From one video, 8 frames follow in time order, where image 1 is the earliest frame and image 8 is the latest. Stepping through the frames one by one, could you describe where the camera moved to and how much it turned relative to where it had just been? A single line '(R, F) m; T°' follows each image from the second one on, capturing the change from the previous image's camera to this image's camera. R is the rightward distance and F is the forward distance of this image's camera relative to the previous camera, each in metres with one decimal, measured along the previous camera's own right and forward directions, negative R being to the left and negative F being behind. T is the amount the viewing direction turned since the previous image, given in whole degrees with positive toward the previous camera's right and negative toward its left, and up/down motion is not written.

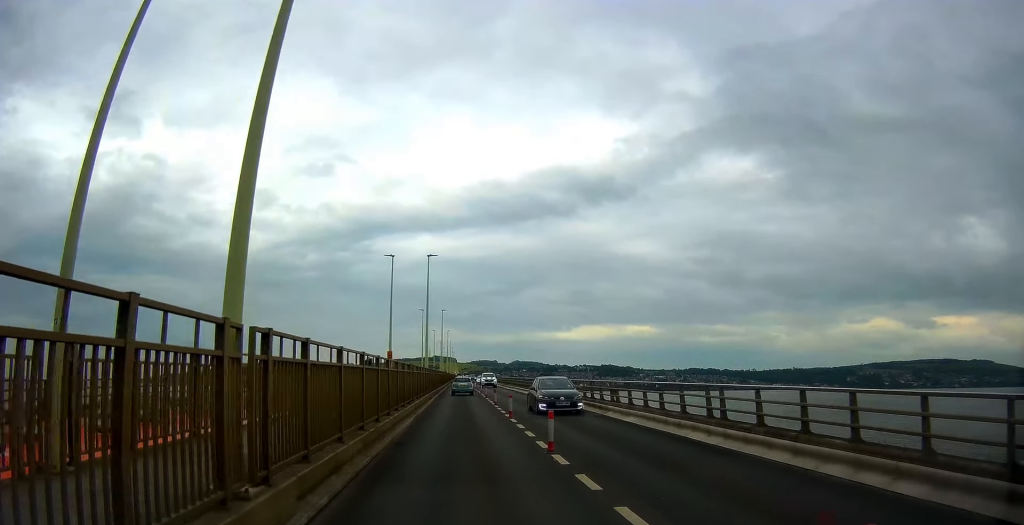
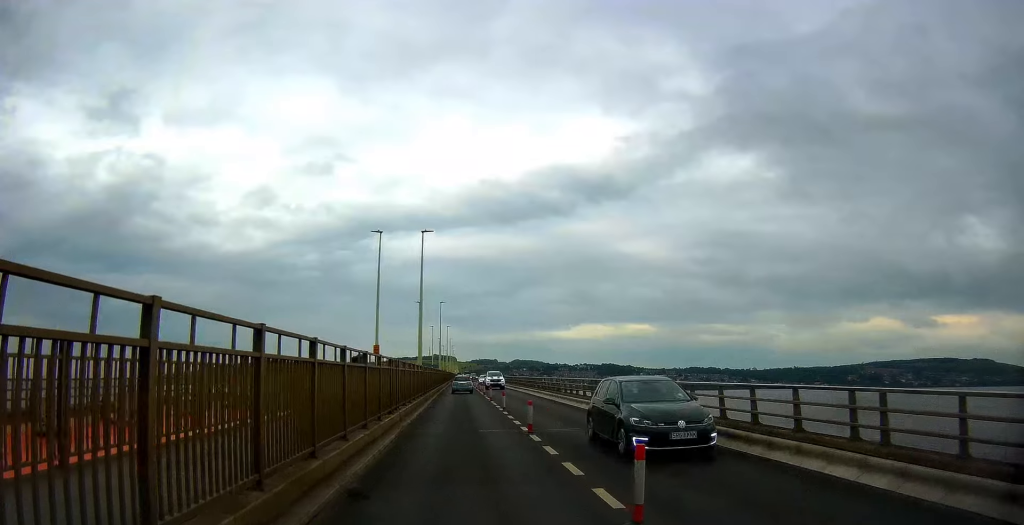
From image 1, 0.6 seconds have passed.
(0.0, +5.5) m; 0°
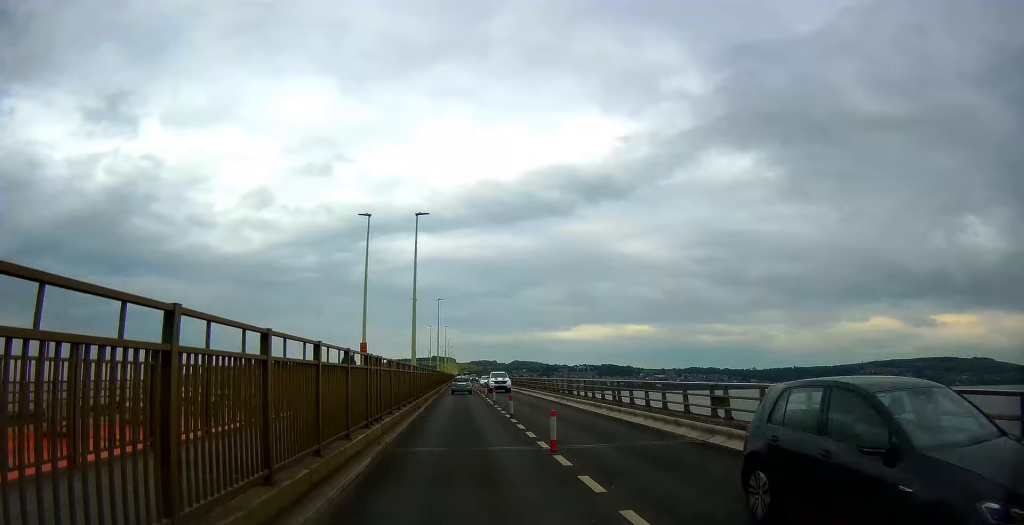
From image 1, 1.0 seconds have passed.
(0.0, +4.0) m; -1°
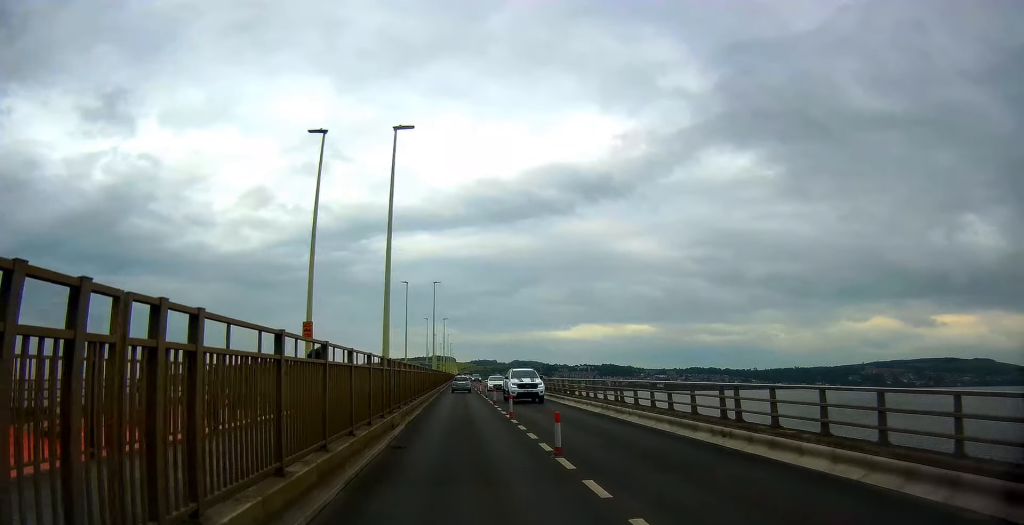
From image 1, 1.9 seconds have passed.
(-0.2, +9.8) m; -3°
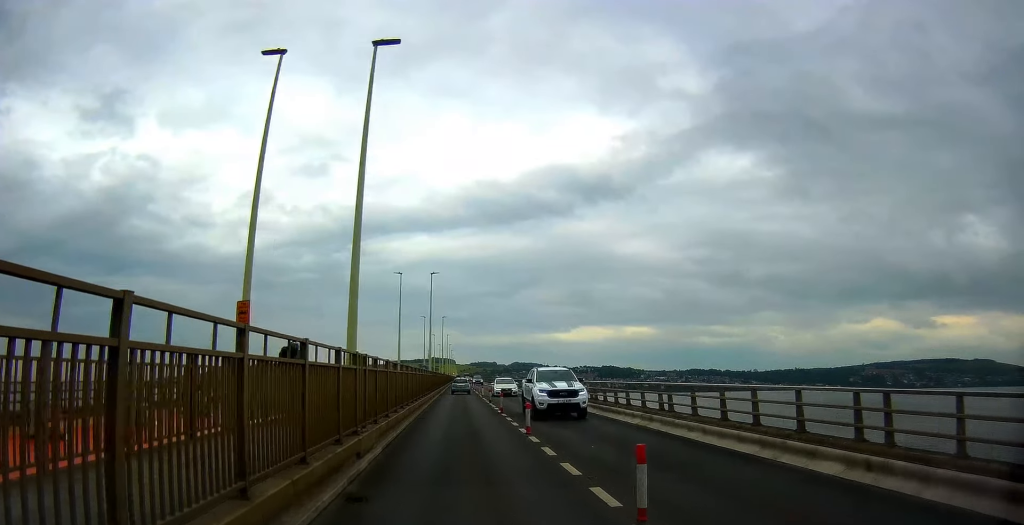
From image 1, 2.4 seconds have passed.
(-0.2, +5.1) m; -1°
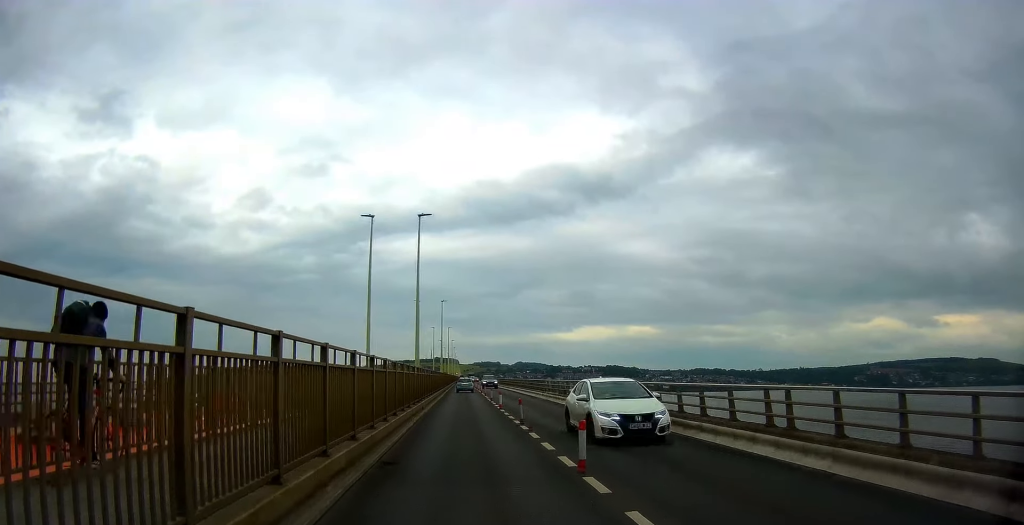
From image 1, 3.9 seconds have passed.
(+0.5, +15.4) m; +3°
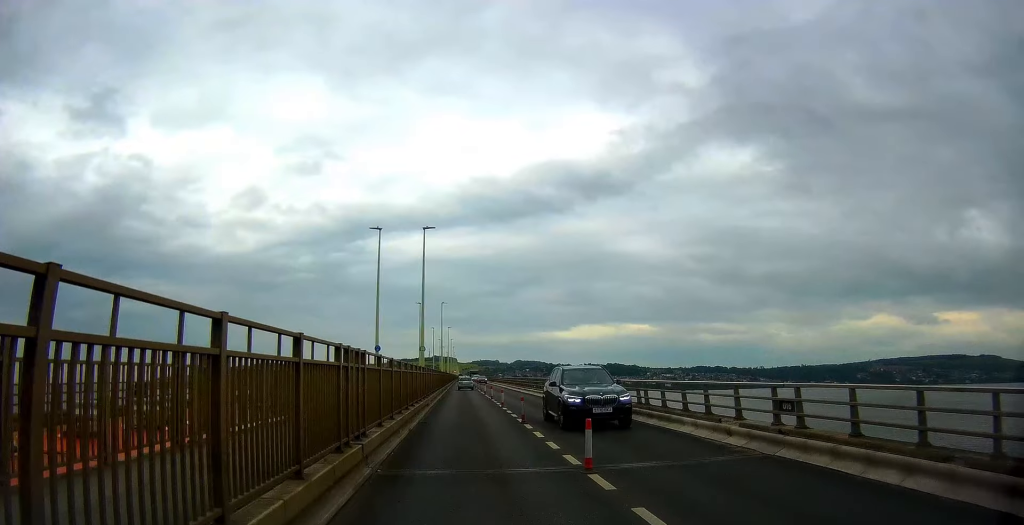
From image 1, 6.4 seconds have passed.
(-0.3, +26.6) m; -1°
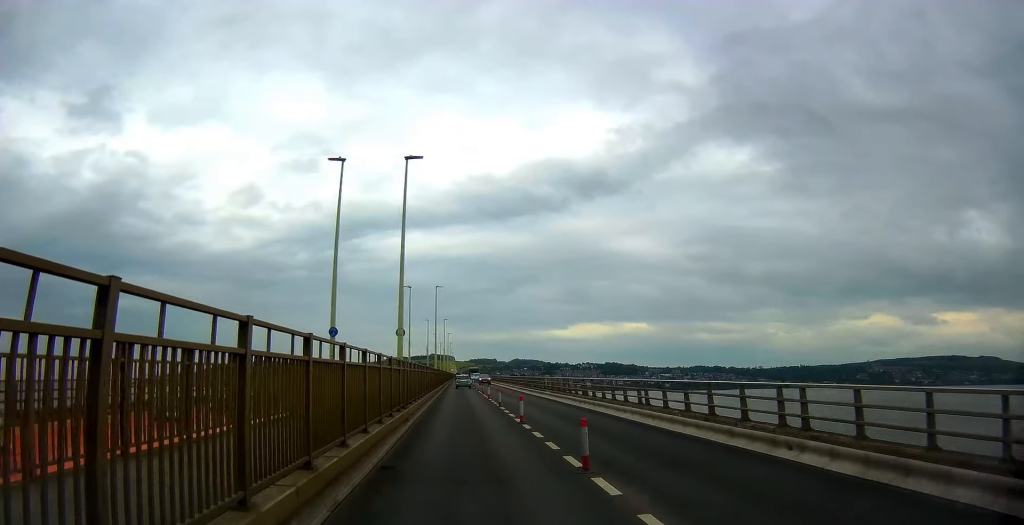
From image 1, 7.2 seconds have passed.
(-0.2, +8.9) m; 0°
